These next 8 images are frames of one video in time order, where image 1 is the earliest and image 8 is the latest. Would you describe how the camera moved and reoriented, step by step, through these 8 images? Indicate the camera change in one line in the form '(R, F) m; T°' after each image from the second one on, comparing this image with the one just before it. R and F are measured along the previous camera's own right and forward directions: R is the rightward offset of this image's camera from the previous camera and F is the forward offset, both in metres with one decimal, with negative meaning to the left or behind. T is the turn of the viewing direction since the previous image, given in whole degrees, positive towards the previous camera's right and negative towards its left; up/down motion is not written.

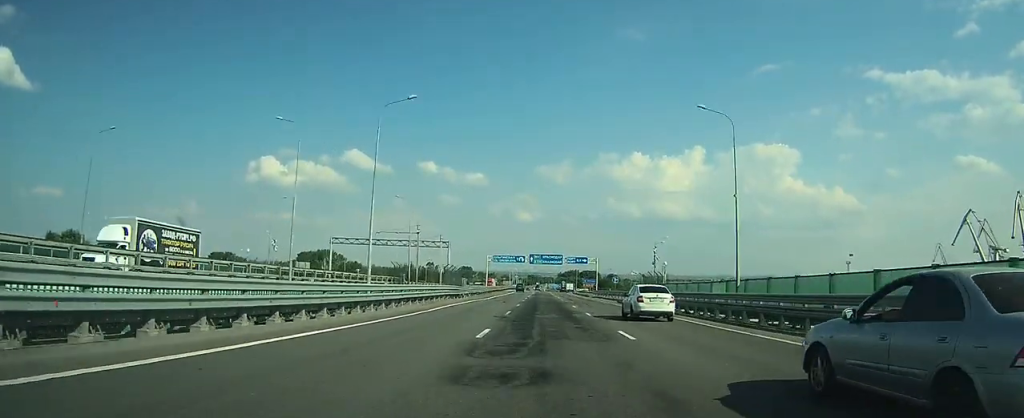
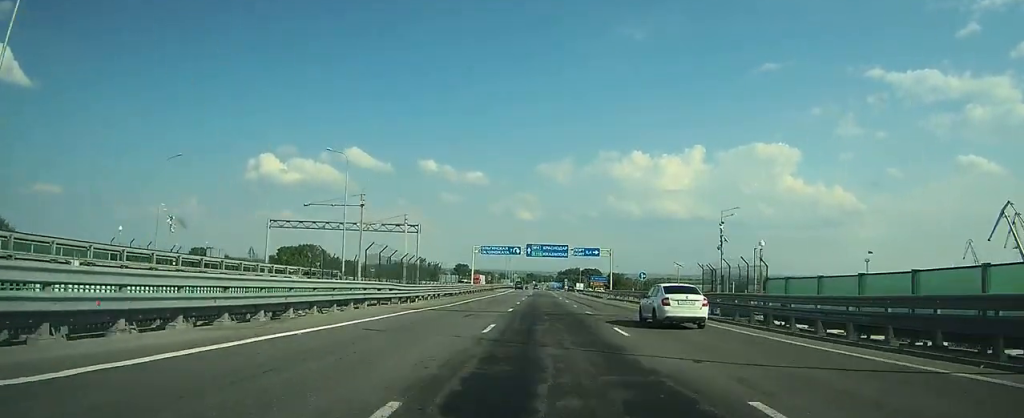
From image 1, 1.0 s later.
(-0.1, +23.2) m; 0°
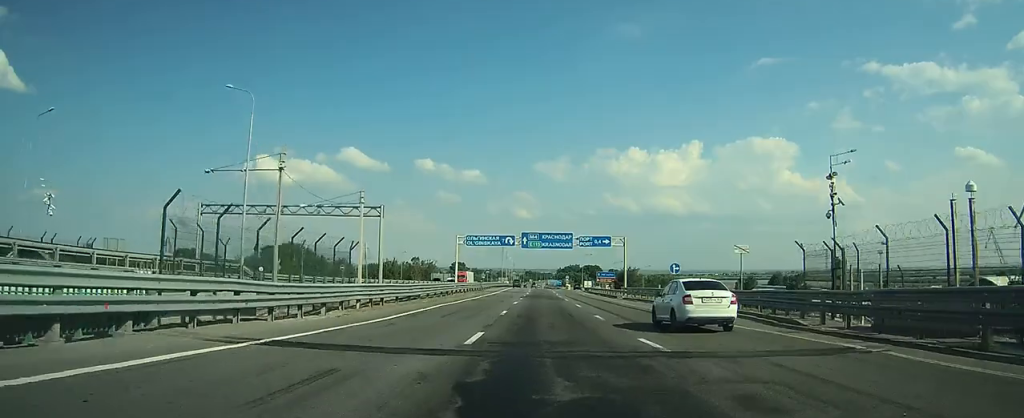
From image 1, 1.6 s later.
(-0.1, +15.9) m; 0°
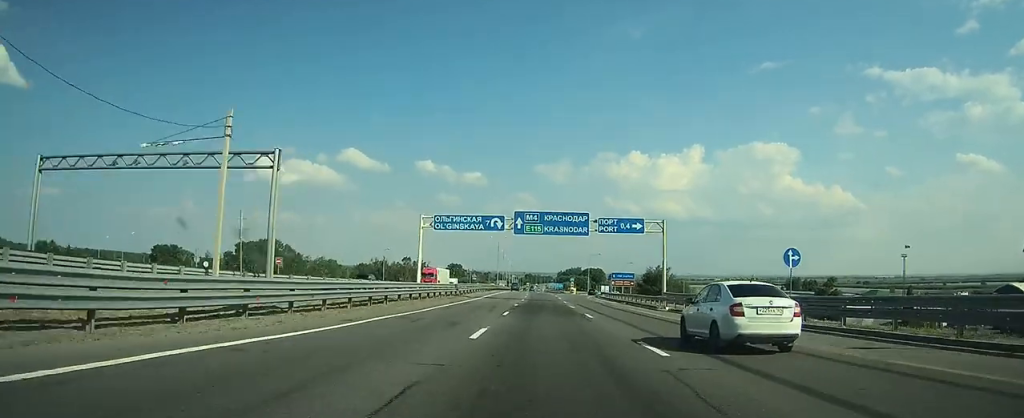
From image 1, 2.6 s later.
(+0.1, +22.8) m; 0°
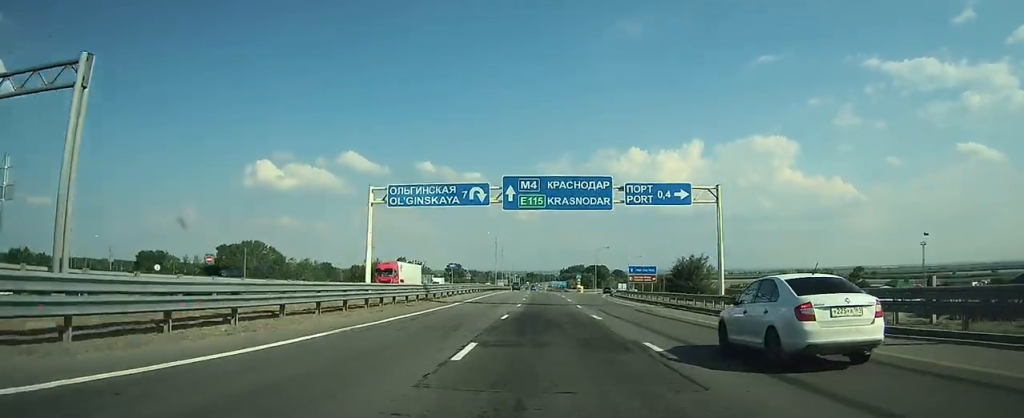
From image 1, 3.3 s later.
(0.0, +15.6) m; 0°
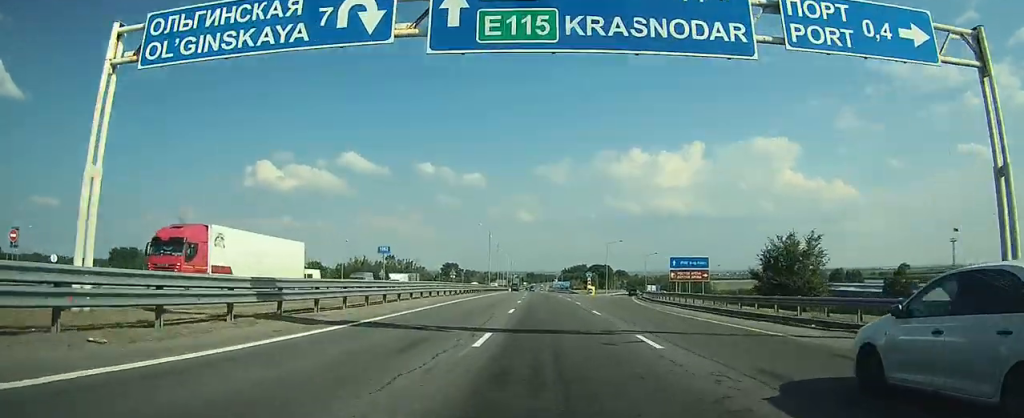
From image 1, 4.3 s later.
(-0.1, +23.3) m; 0°
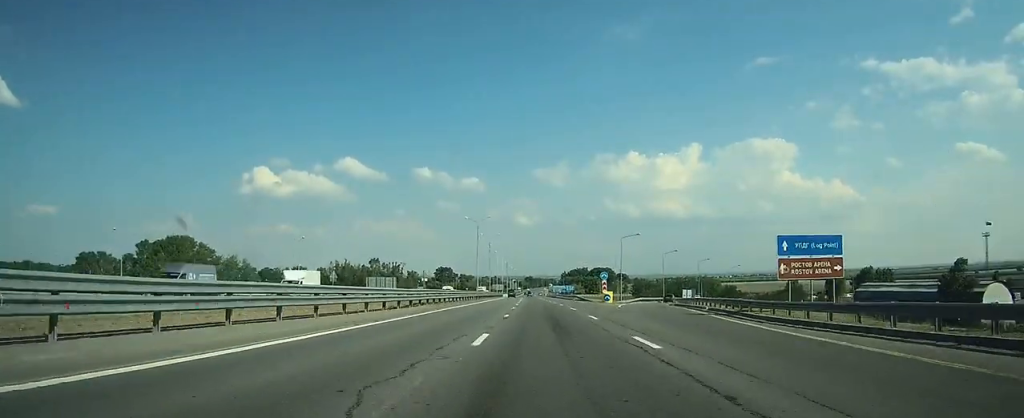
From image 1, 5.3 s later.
(-0.1, +24.0) m; 0°
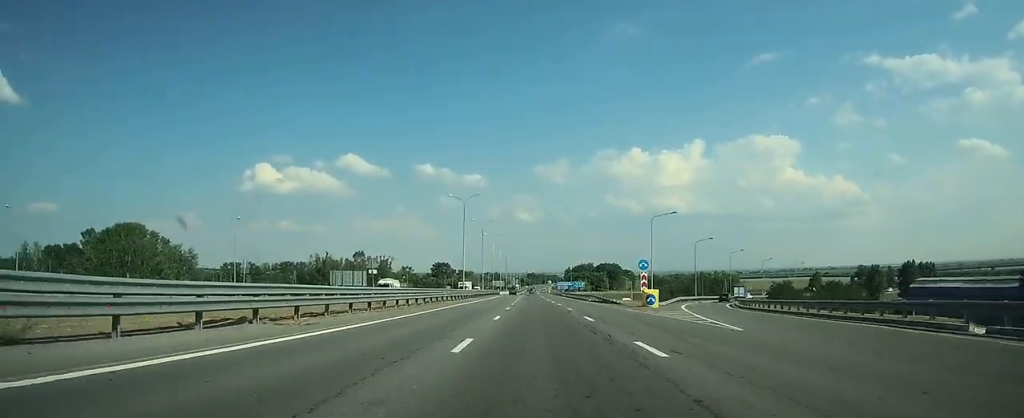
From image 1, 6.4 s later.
(0.0, +25.6) m; 0°
